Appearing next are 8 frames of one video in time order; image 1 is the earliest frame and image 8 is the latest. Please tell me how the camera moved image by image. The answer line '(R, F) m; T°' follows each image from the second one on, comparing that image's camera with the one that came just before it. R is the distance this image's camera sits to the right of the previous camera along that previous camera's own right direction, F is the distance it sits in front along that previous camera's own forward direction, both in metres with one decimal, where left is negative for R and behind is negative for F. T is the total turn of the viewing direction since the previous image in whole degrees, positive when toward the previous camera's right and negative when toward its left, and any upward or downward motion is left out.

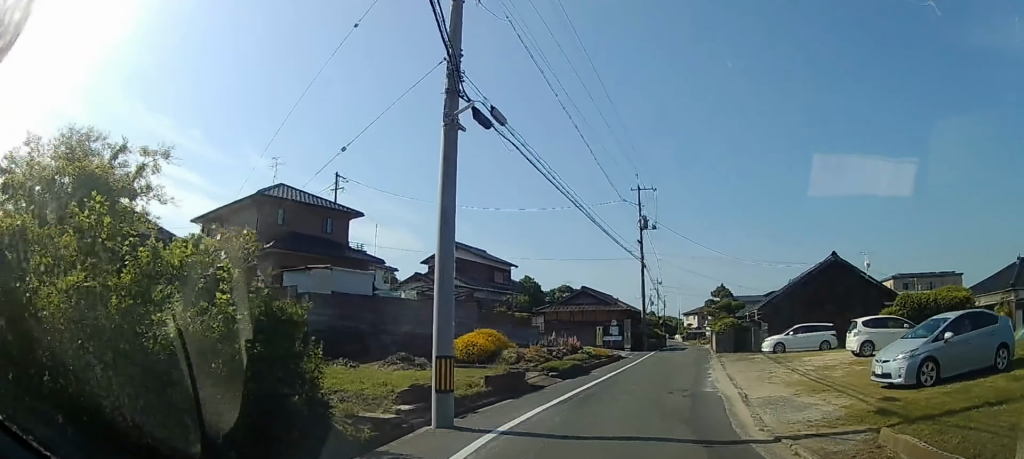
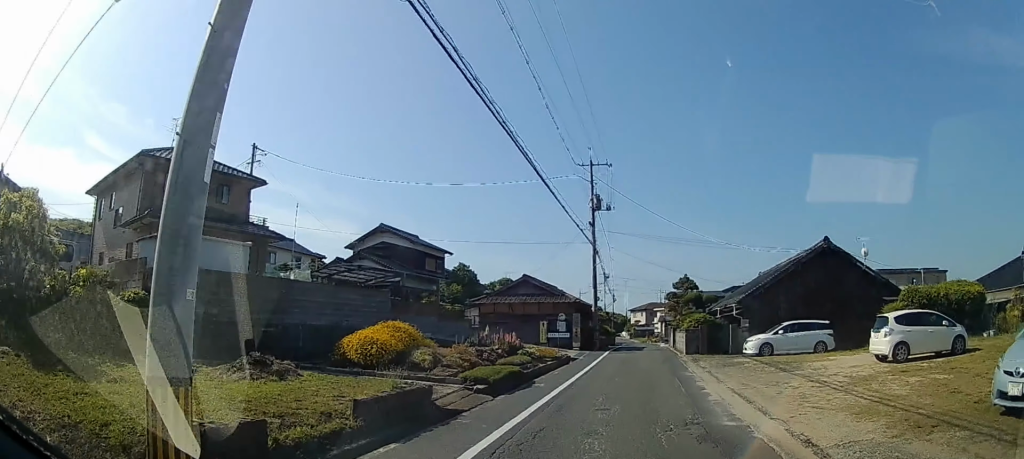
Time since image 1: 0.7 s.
(+0.3, +5.9) m; +6°
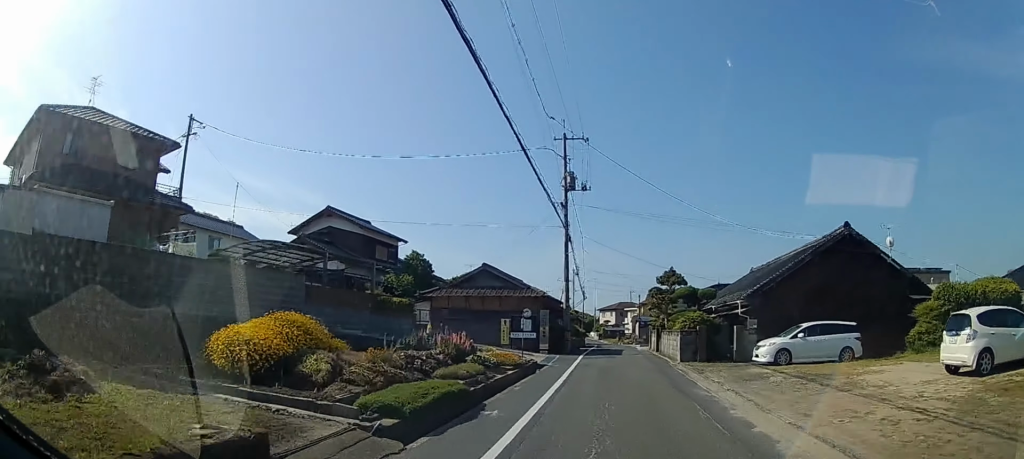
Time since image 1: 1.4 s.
(+0.1, +5.6) m; +7°
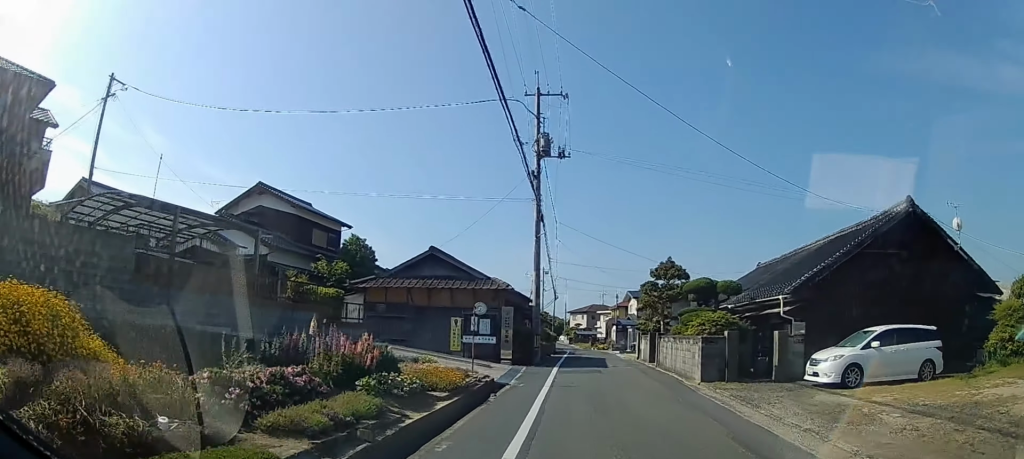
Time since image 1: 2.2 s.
(+0.7, +6.6) m; +3°
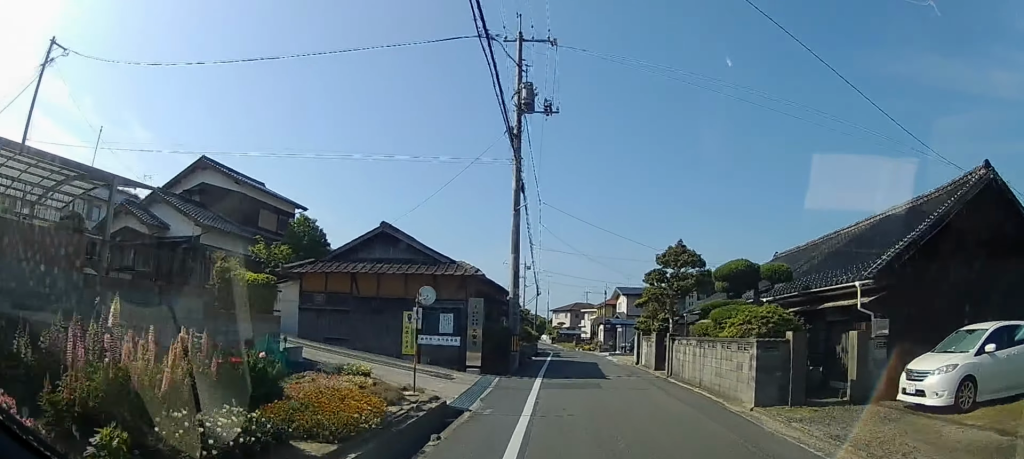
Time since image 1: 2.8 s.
(0.0, +5.2) m; +1°
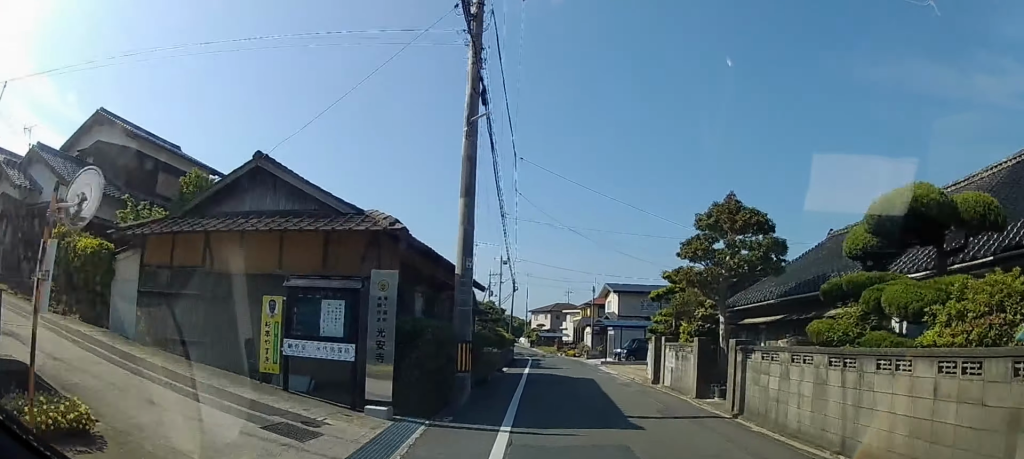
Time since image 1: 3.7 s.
(-0.1, +7.3) m; +1°
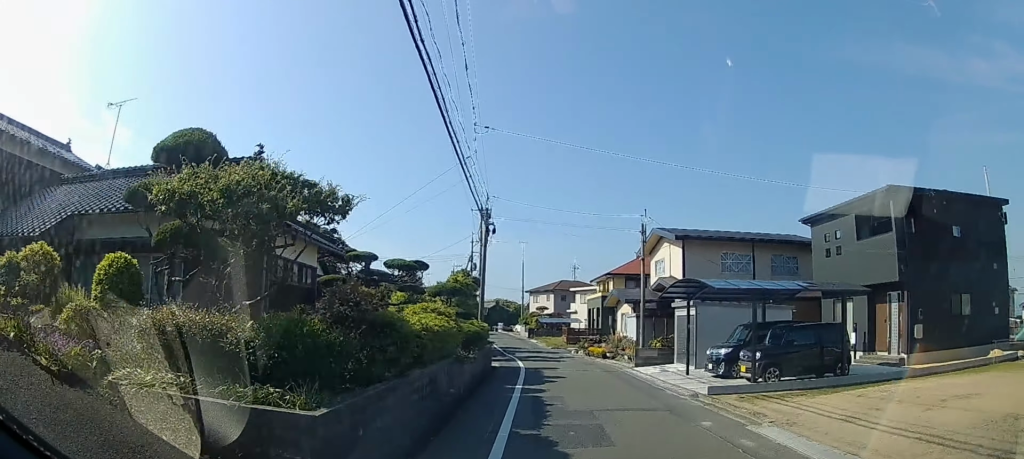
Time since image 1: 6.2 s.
(+0.8, +20.1) m; +2°
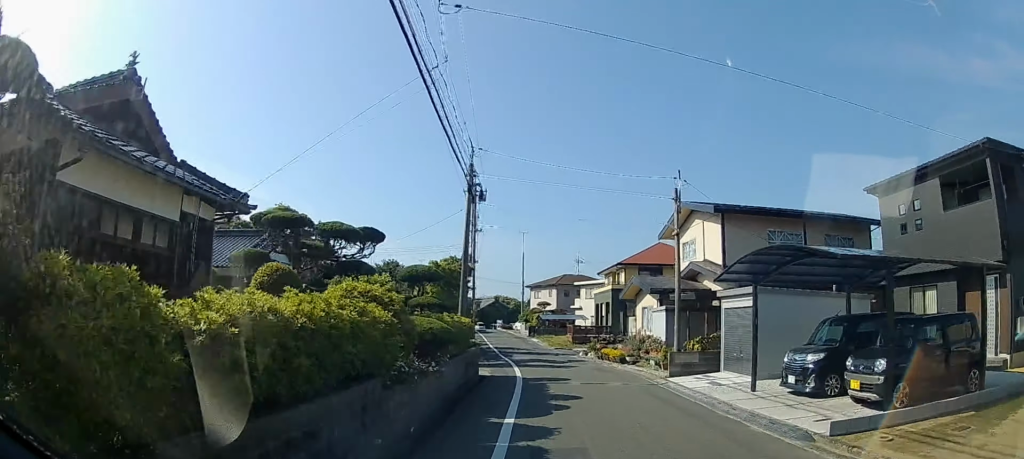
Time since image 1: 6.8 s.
(0.0, +4.5) m; 0°
